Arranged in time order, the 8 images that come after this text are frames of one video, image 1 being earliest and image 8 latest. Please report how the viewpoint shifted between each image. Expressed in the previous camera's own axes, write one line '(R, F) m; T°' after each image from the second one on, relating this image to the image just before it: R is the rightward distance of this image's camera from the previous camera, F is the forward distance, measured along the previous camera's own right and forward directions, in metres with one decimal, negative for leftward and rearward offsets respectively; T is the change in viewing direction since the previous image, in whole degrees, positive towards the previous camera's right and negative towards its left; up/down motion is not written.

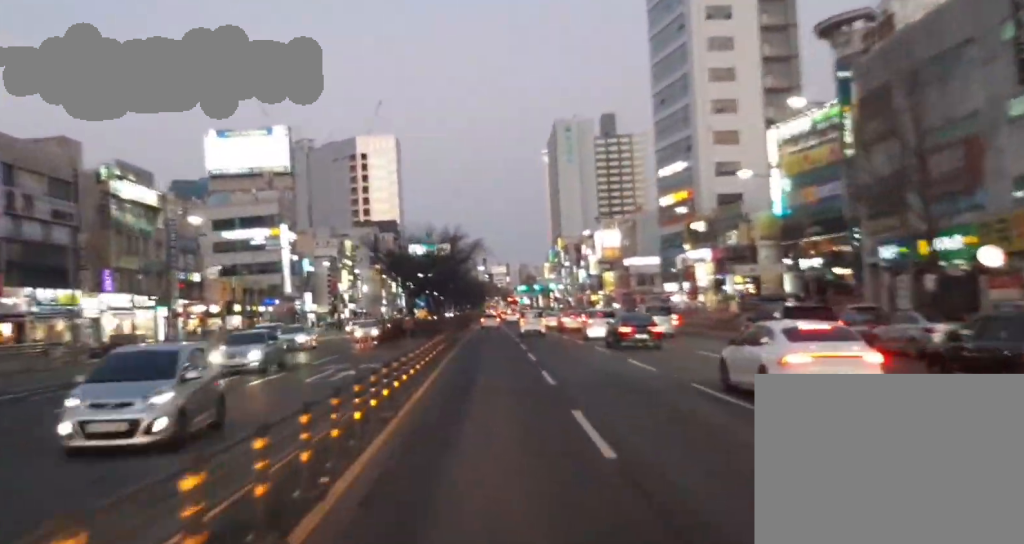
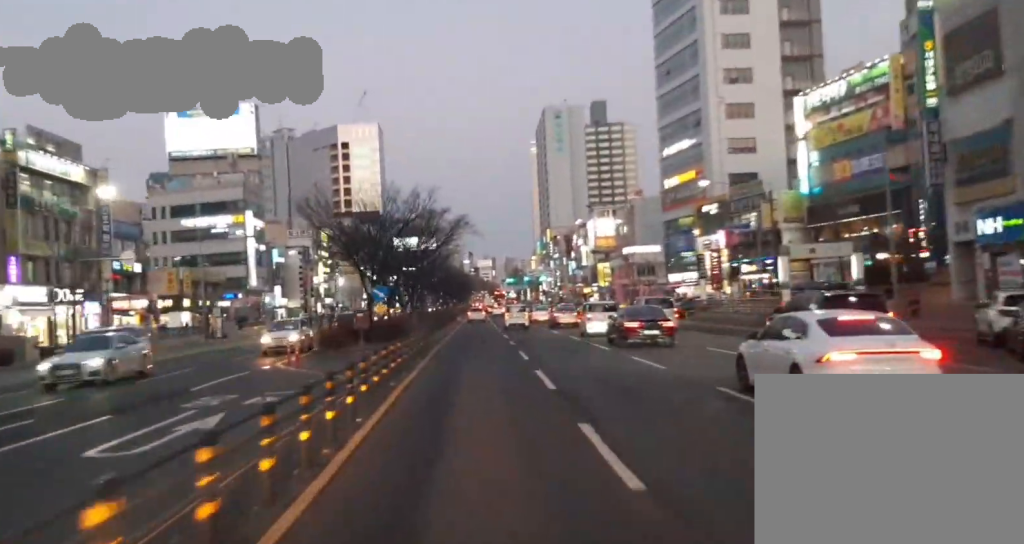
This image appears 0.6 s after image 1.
(0.0, +14.8) m; +1°
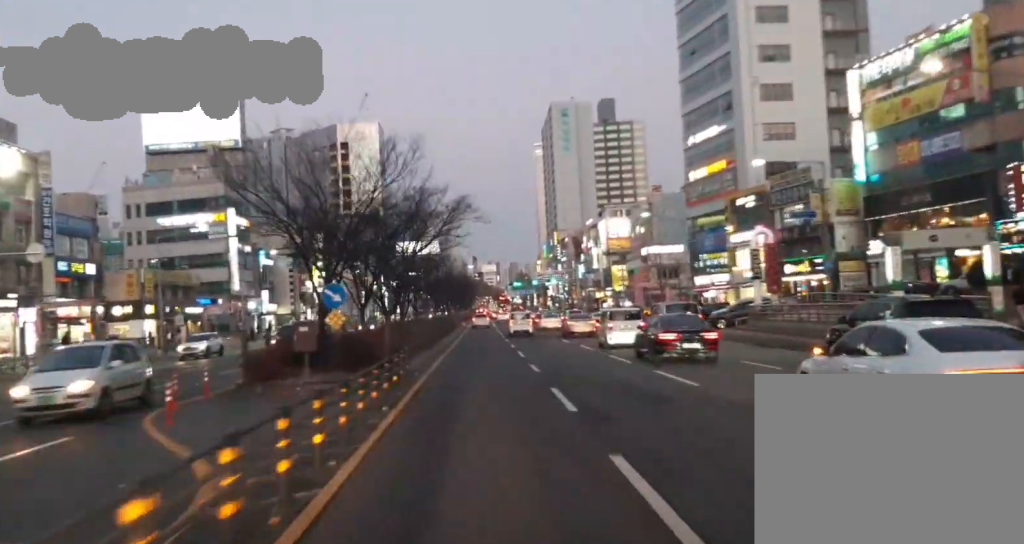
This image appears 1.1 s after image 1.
(-0.2, +13.1) m; +1°
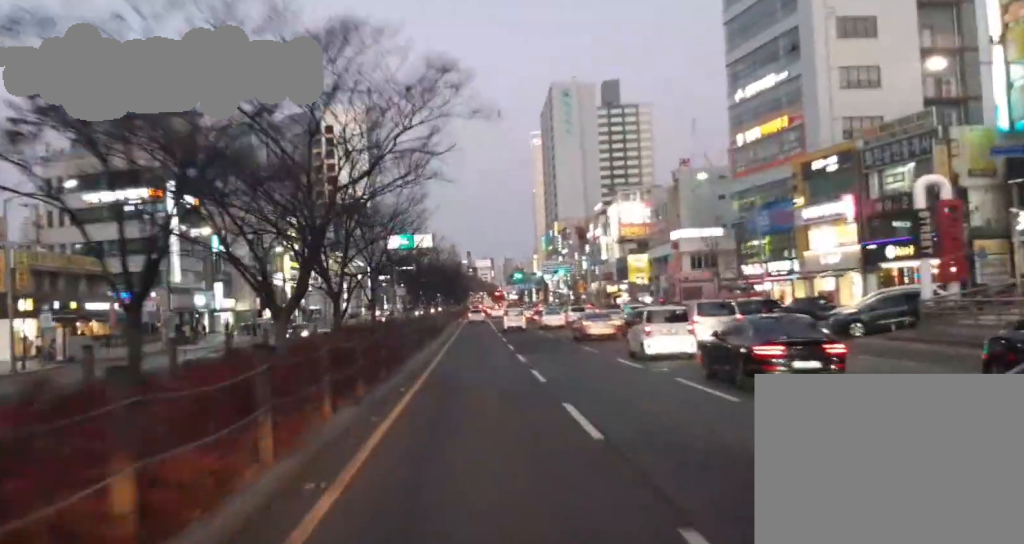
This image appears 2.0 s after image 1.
(+0.6, +23.8) m; 0°
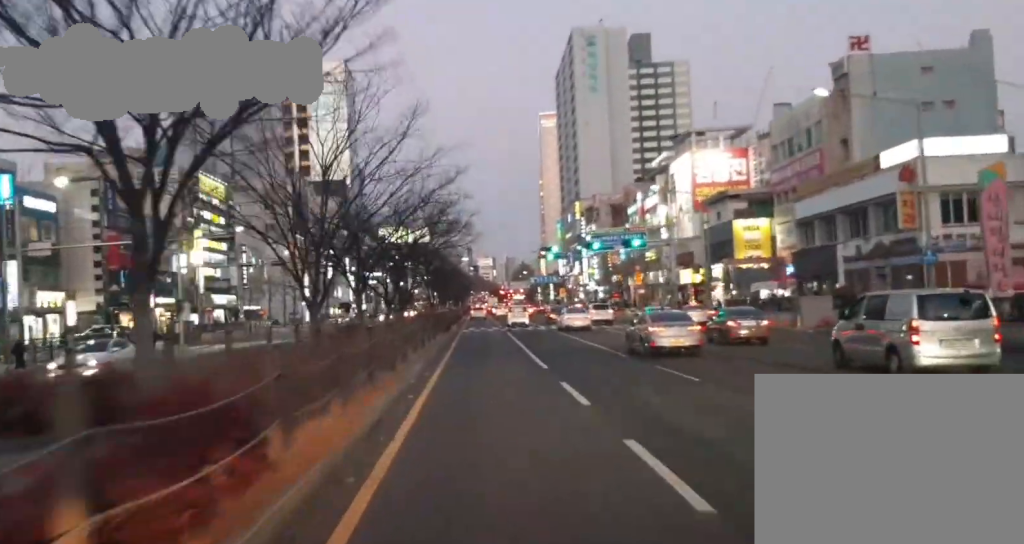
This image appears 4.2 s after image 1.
(-1.6, +59.4) m; -2°
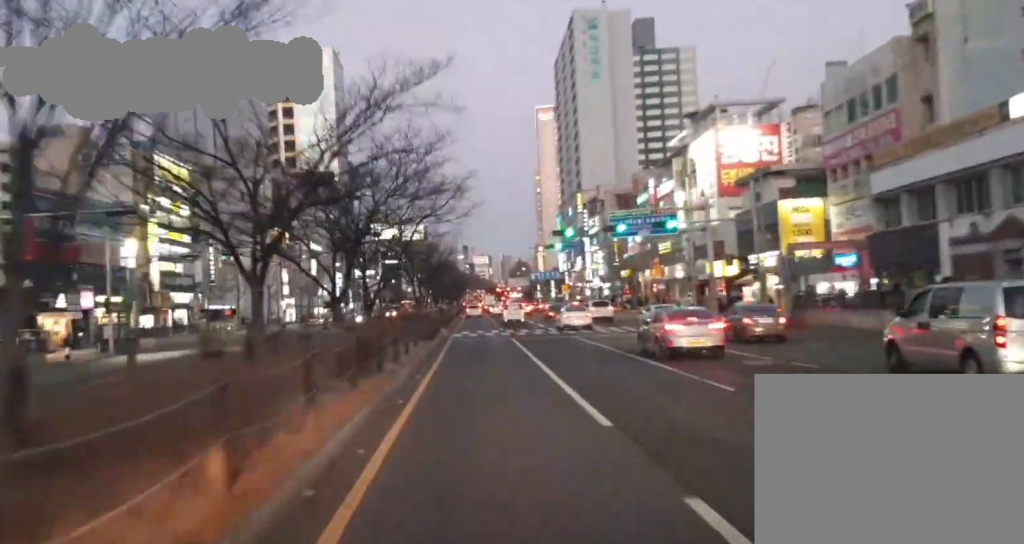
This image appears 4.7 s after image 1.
(0.0, +13.5) m; 0°
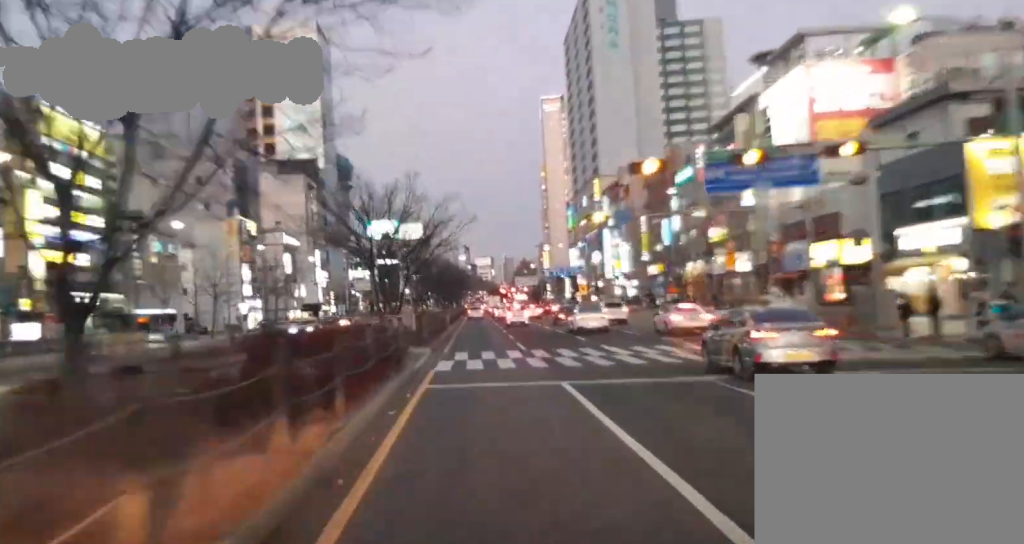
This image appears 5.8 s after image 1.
(0.0, +25.4) m; 0°
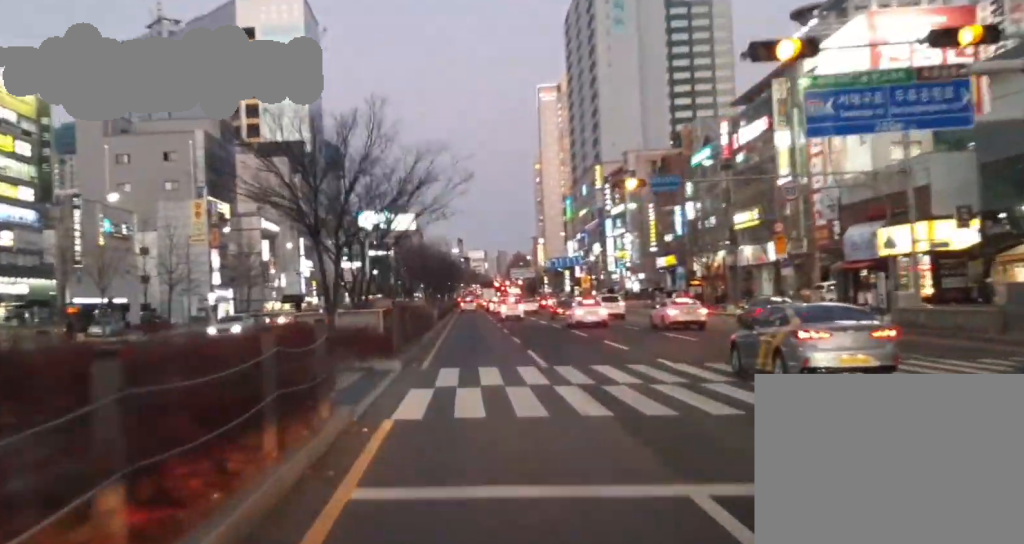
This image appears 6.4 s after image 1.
(0.0, +12.7) m; -1°
